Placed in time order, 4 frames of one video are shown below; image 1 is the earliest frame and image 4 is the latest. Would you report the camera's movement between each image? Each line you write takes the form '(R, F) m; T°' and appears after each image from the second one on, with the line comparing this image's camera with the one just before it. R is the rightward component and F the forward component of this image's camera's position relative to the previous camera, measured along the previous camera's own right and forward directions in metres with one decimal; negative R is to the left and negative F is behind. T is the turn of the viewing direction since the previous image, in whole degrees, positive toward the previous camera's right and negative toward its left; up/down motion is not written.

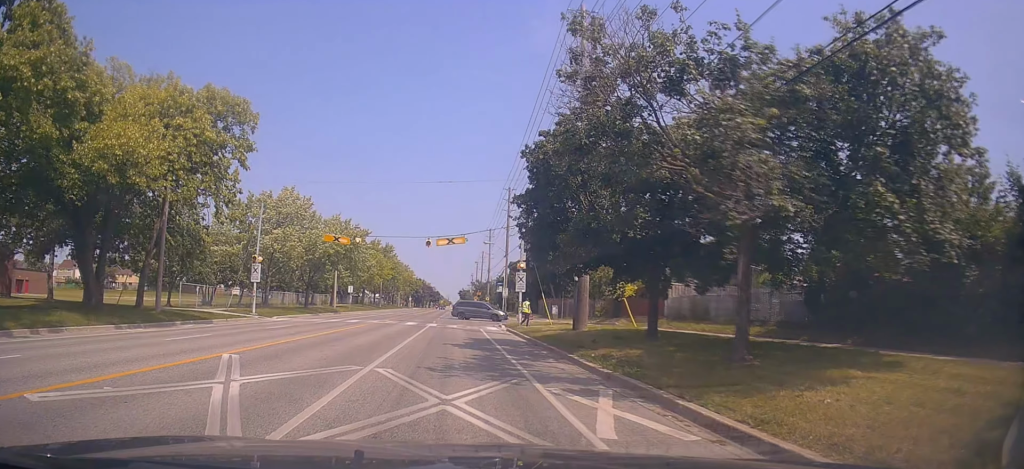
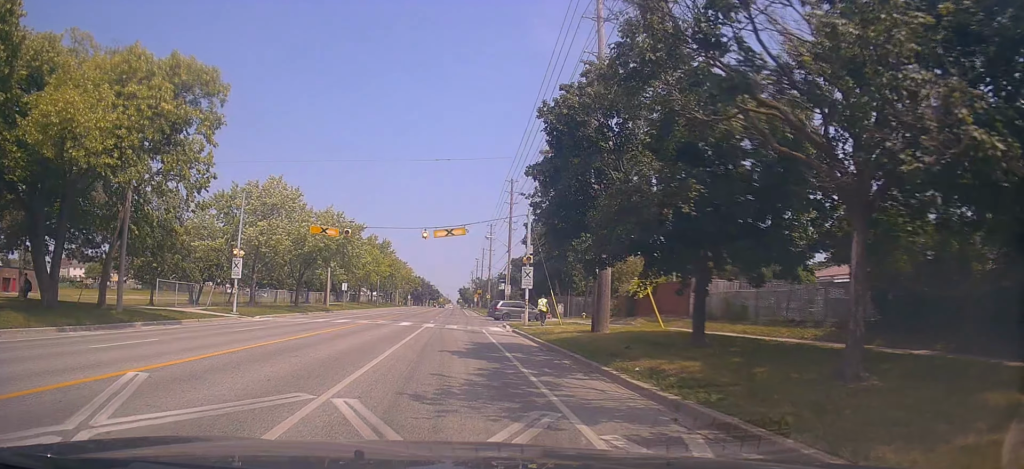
(-0.1, +2.3) m; +3°
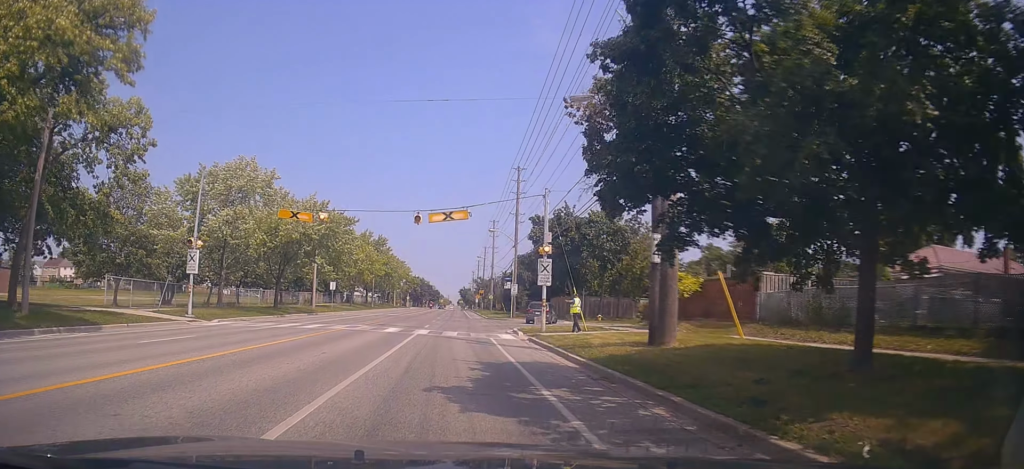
(+0.5, +5.2) m; 0°
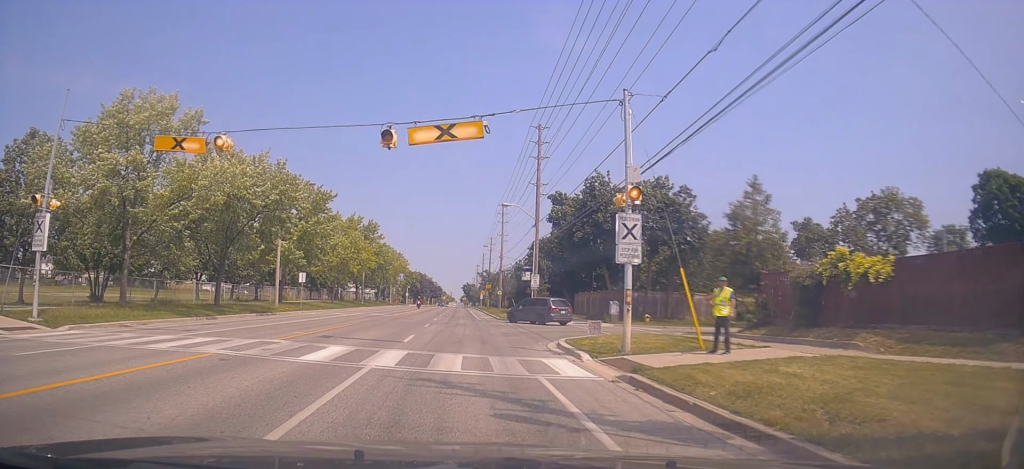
(-1.0, +12.1) m; -4°
